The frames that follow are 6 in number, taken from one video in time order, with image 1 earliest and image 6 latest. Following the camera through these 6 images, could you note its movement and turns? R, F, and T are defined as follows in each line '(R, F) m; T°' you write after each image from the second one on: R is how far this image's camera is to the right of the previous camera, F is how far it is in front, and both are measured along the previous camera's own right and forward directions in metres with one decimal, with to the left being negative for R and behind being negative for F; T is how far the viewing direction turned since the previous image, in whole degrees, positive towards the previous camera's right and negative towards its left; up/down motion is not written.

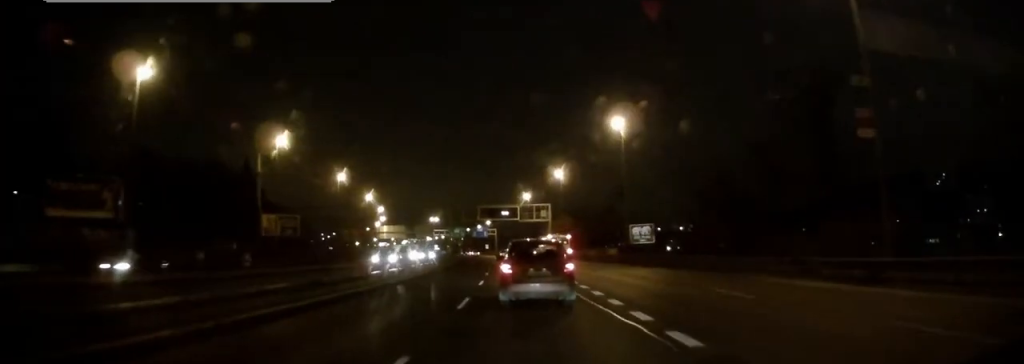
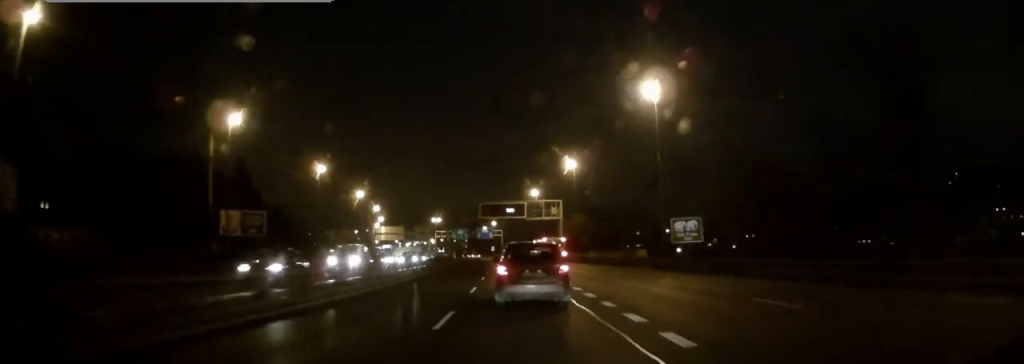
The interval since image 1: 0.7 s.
(-0.3, +12.1) m; -1°
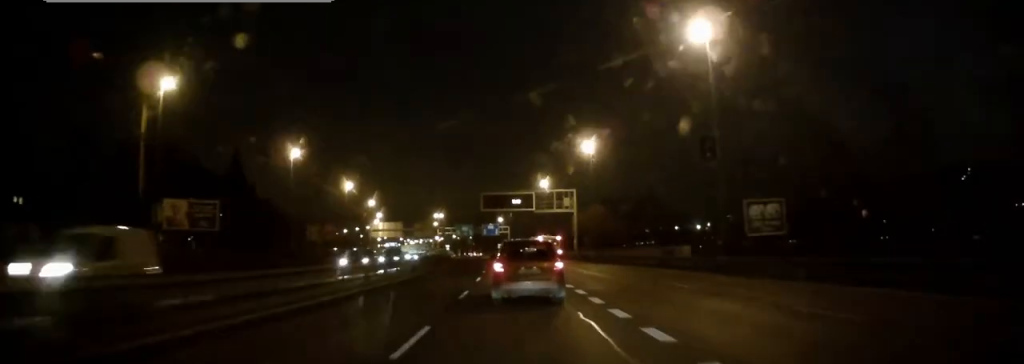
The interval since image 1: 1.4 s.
(-0.1, +12.7) m; -1°
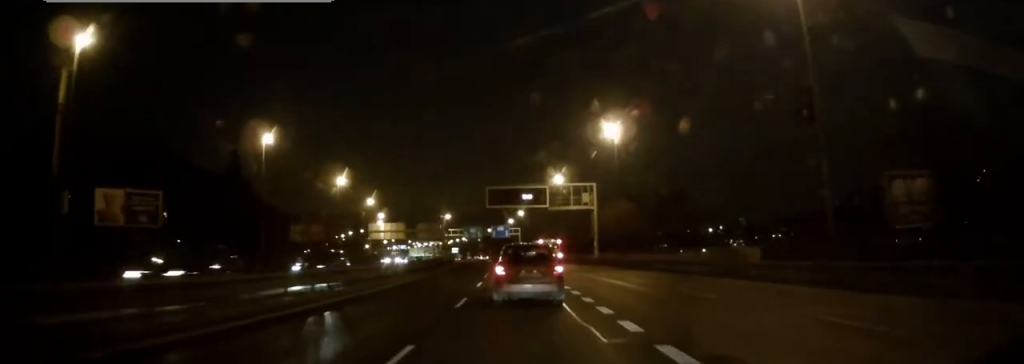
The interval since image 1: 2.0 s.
(+0.1, +11.2) m; -1°
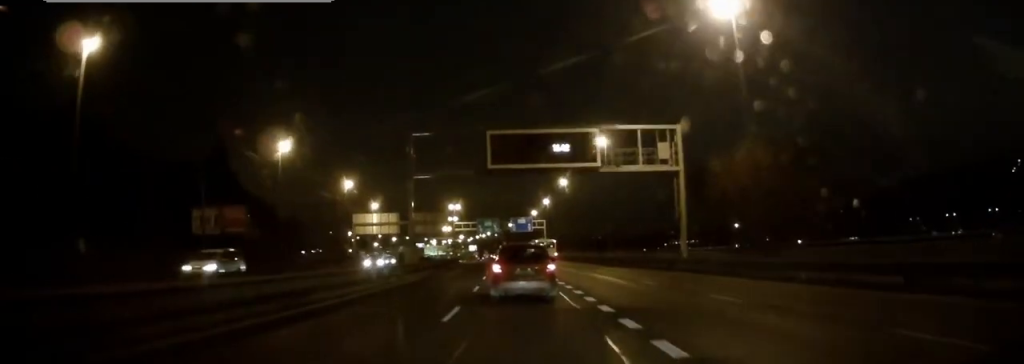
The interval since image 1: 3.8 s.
(-0.8, +30.0) m; -2°
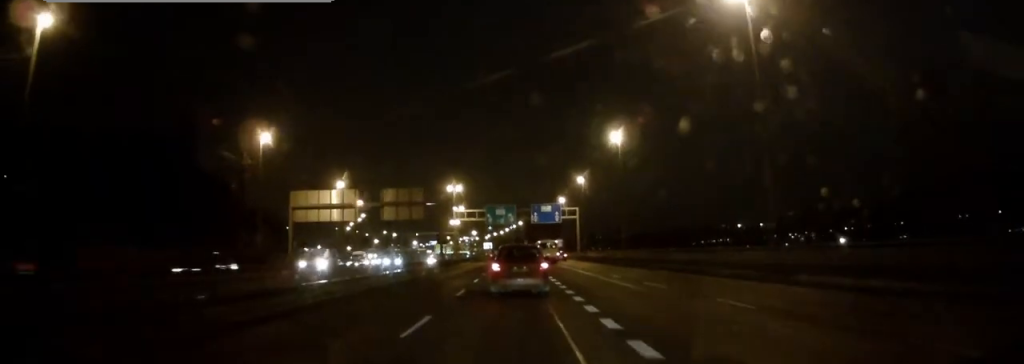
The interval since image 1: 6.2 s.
(-0.3, +40.0) m; -1°
